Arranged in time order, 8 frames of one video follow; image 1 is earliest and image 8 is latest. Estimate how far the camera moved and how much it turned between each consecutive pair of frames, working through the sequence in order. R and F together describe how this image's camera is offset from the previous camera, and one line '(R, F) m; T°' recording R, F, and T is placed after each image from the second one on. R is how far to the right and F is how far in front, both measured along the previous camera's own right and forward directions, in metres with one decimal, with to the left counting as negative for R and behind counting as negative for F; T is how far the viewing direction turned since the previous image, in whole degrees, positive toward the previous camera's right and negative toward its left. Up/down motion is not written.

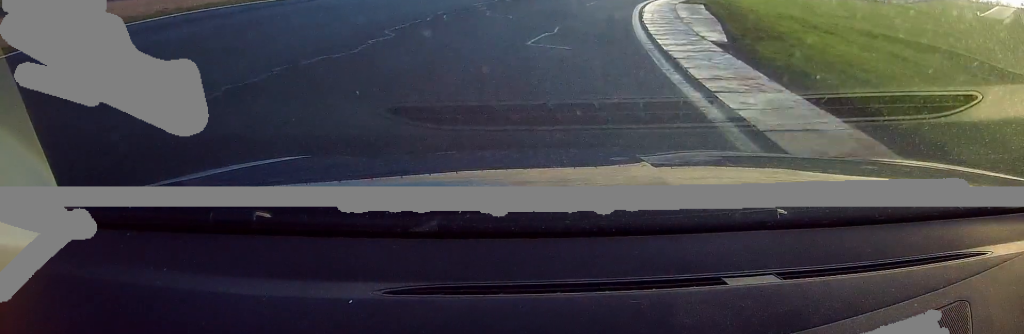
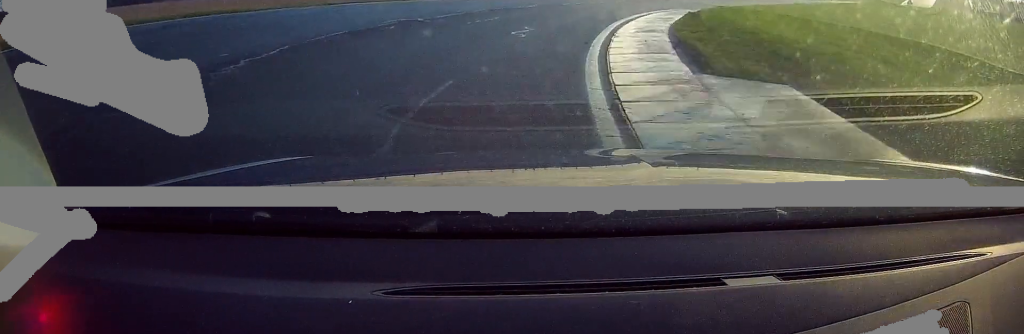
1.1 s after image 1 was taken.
(+1.7, +17.0) m; +11°
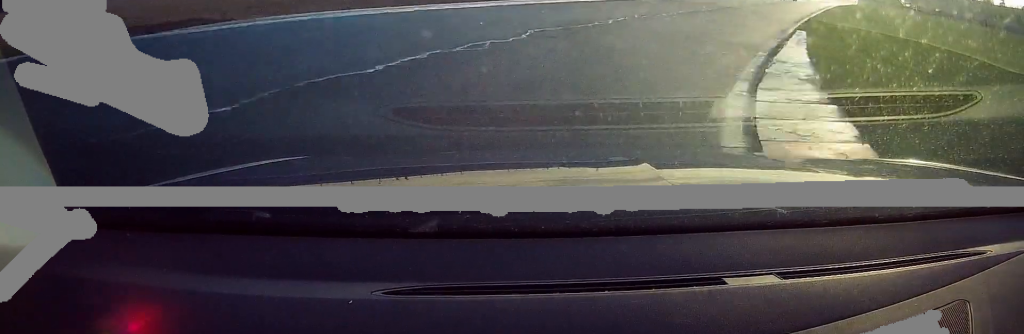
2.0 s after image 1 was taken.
(+1.3, +16.0) m; +10°
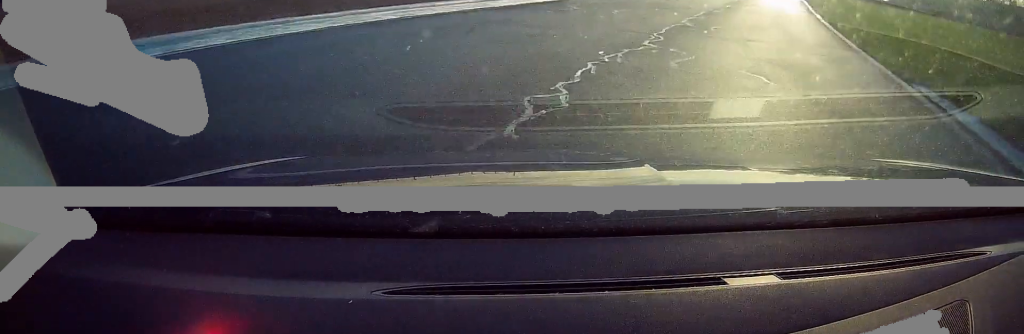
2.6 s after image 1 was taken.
(+0.5, +10.1) m; +7°
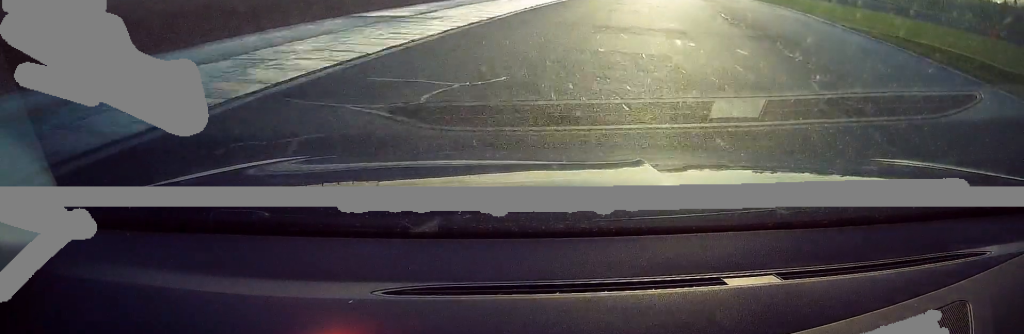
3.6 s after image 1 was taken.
(+1.6, +17.4) m; +11°
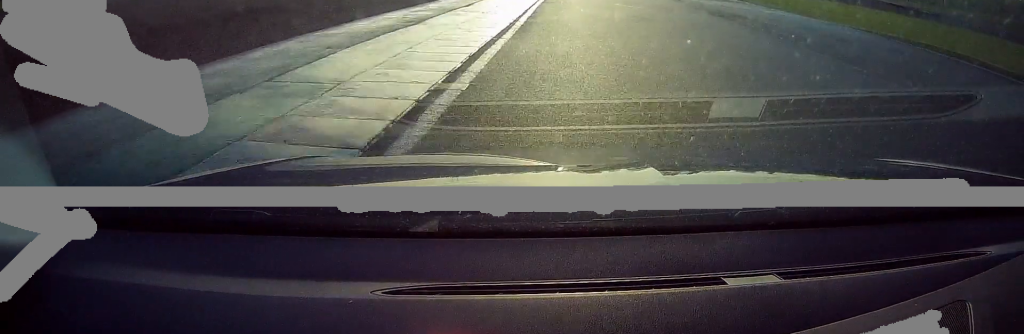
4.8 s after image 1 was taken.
(+2.6, +23.2) m; +9°
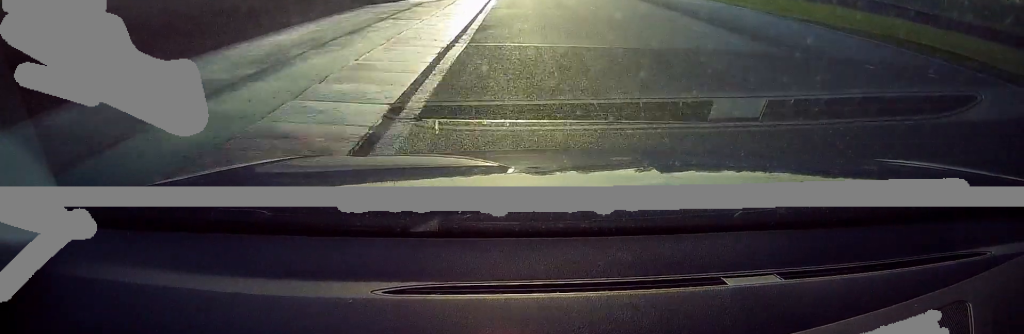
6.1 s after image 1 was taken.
(+1.5, +26.8) m; +5°
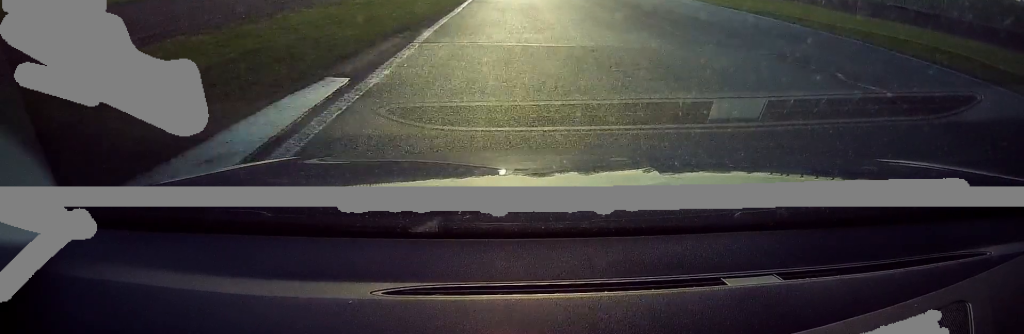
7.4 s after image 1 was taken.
(+0.5, +26.7) m; +1°
